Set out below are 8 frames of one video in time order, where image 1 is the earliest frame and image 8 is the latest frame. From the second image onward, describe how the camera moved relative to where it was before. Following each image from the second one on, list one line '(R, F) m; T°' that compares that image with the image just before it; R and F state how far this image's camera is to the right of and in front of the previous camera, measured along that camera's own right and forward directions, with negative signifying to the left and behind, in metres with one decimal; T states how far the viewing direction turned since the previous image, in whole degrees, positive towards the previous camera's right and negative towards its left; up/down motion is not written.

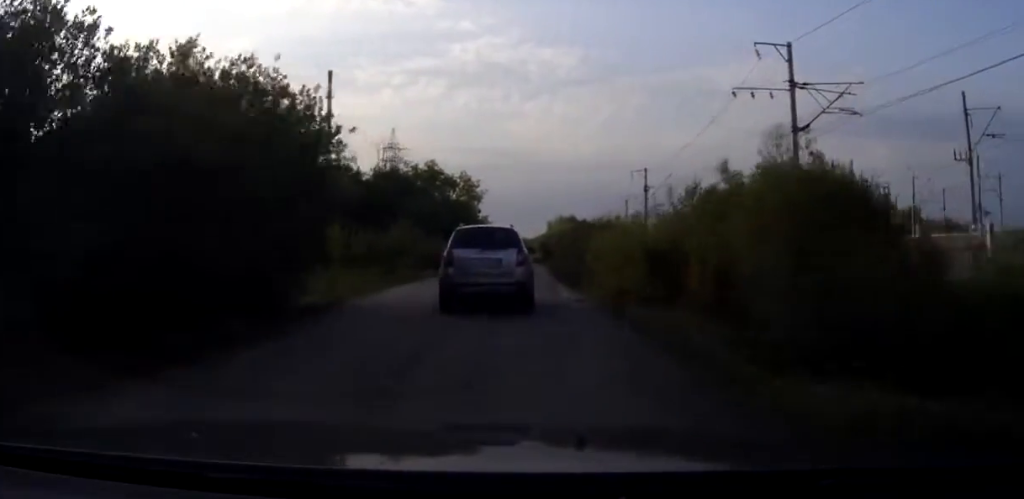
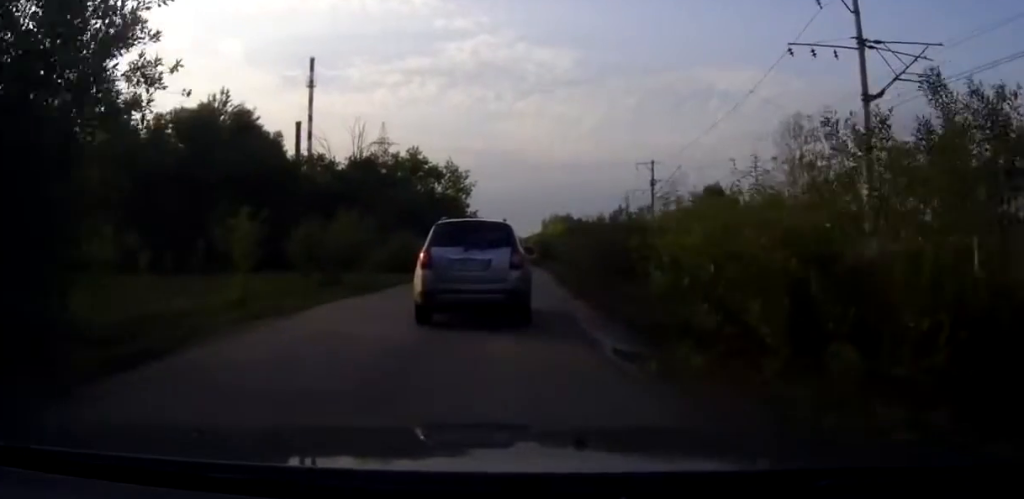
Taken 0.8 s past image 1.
(0.0, +9.3) m; 0°
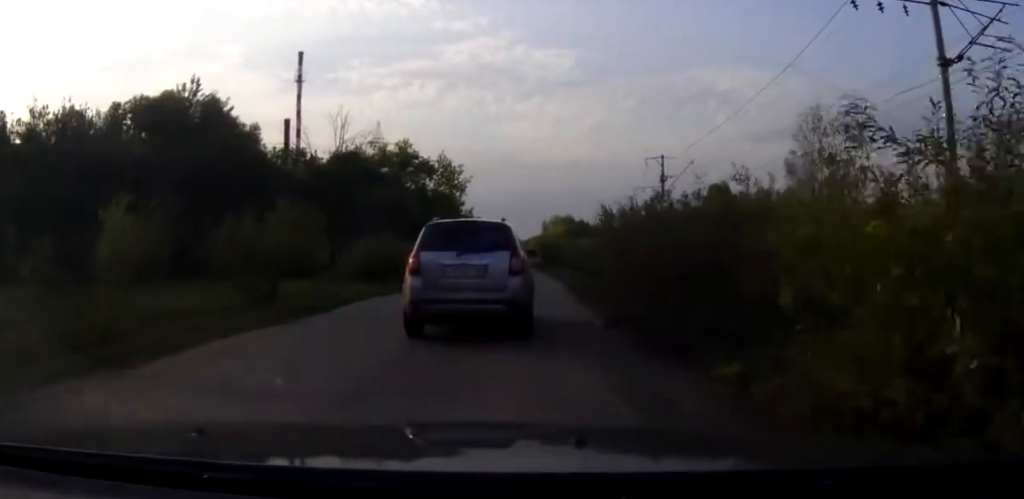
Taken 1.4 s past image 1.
(0.0, +6.9) m; 0°
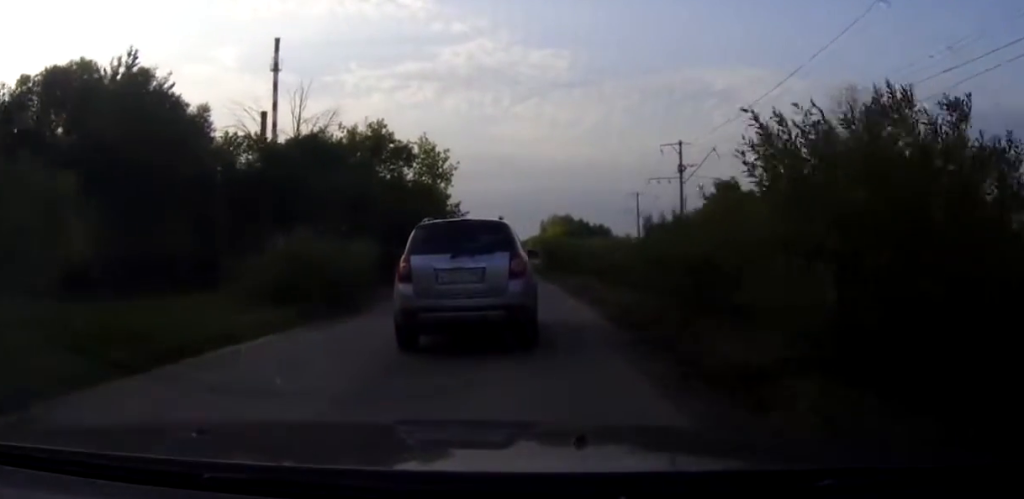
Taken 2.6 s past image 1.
(0.0, +11.3) m; 0°
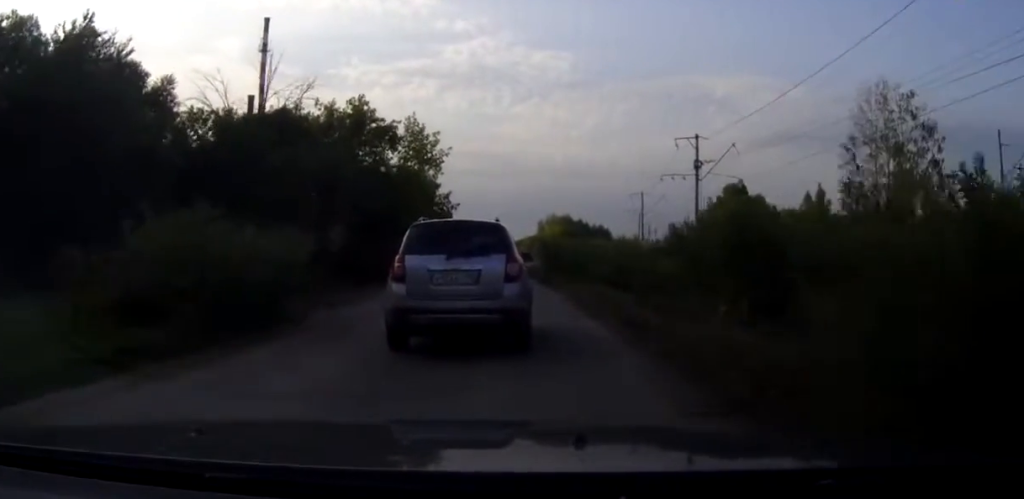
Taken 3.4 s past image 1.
(0.0, +6.8) m; 0°
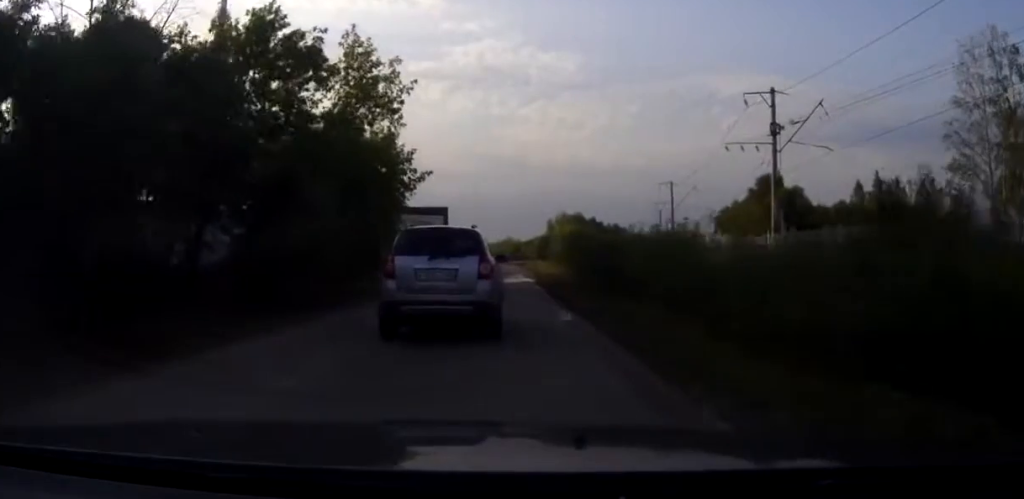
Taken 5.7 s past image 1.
(0.0, +18.4) m; 0°
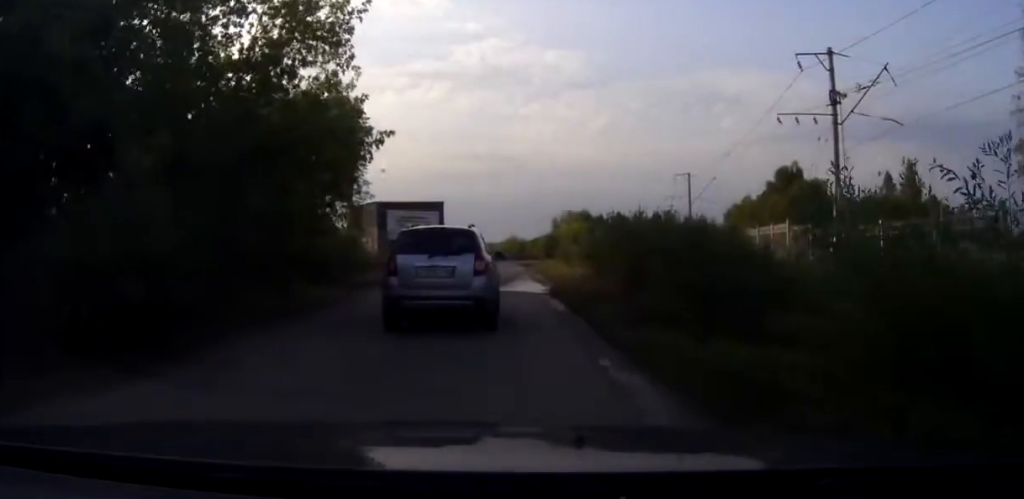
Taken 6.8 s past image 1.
(0.0, +9.1) m; 0°
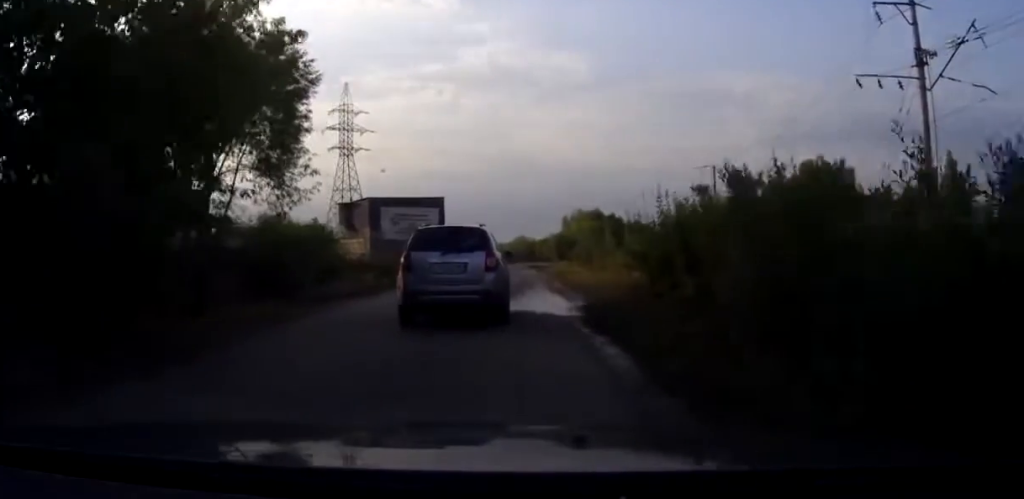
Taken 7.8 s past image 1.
(-0.1, +8.6) m; 0°
